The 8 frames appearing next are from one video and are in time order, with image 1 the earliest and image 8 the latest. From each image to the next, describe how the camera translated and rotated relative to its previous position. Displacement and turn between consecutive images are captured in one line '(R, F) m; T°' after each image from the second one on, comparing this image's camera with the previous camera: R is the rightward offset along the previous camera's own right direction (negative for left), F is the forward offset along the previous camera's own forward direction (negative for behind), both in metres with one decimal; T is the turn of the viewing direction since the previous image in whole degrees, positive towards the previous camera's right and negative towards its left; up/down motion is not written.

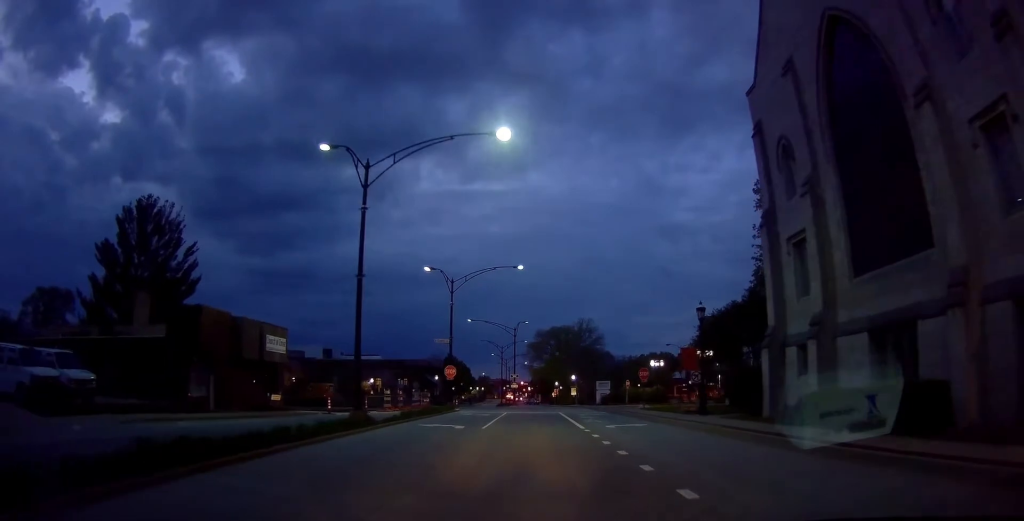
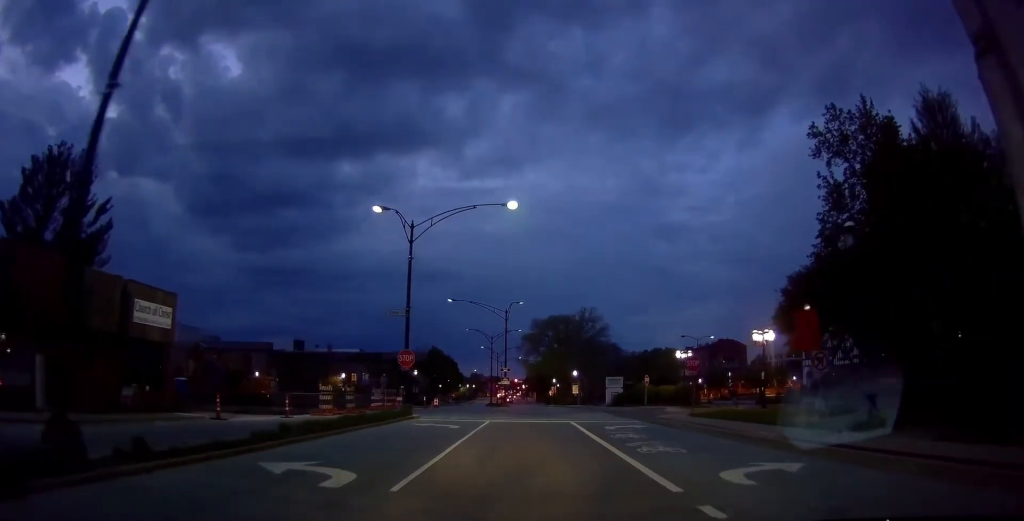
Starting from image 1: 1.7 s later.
(0.0, +13.9) m; 0°
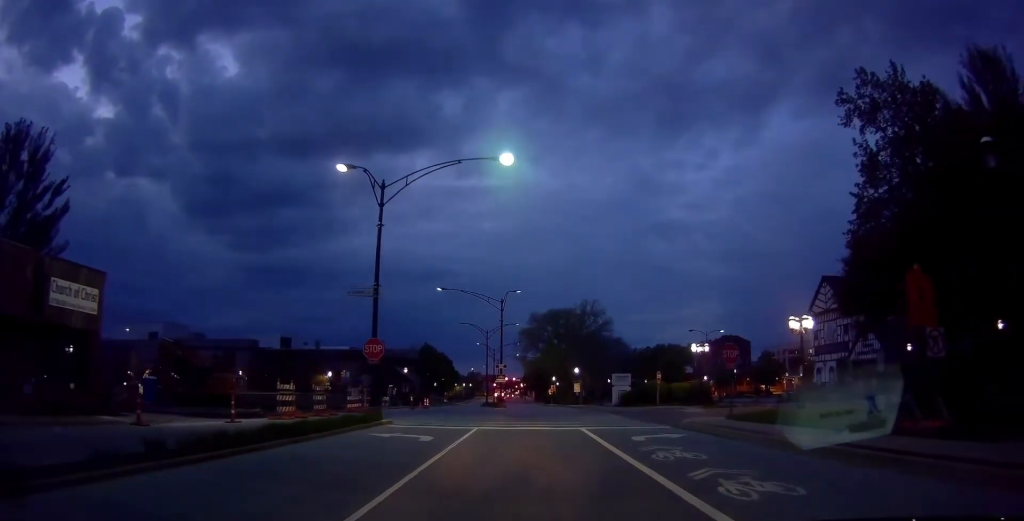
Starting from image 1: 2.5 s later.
(0.0, +5.6) m; 0°
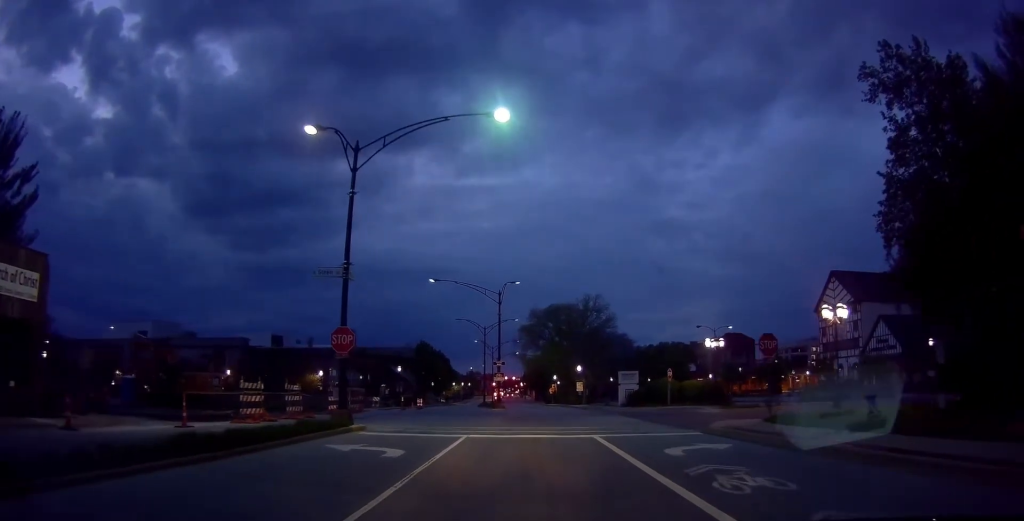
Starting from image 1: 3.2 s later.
(0.0, +4.2) m; 0°
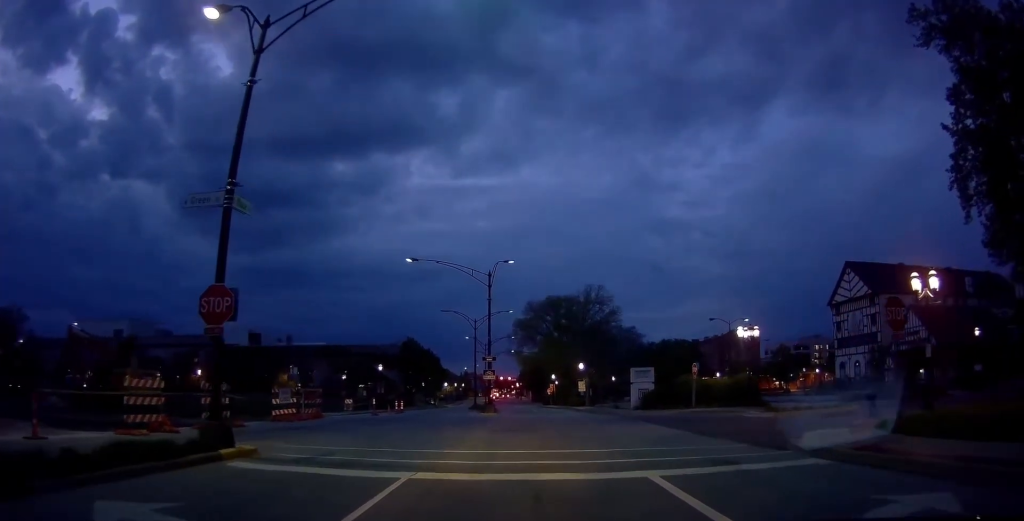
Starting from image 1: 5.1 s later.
(0.0, +8.1) m; 0°
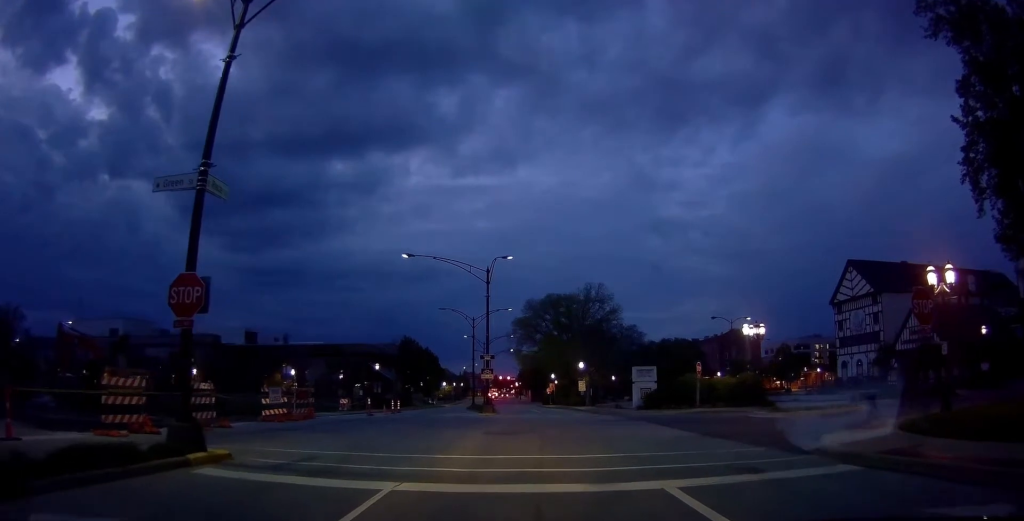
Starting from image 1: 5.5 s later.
(0.0, +1.3) m; 0°
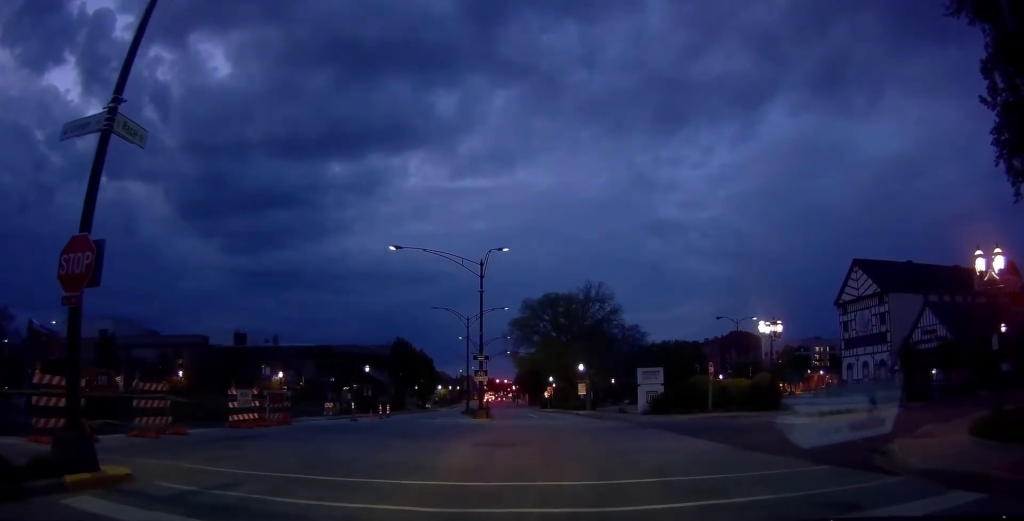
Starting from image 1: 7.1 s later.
(0.0, +3.7) m; 0°
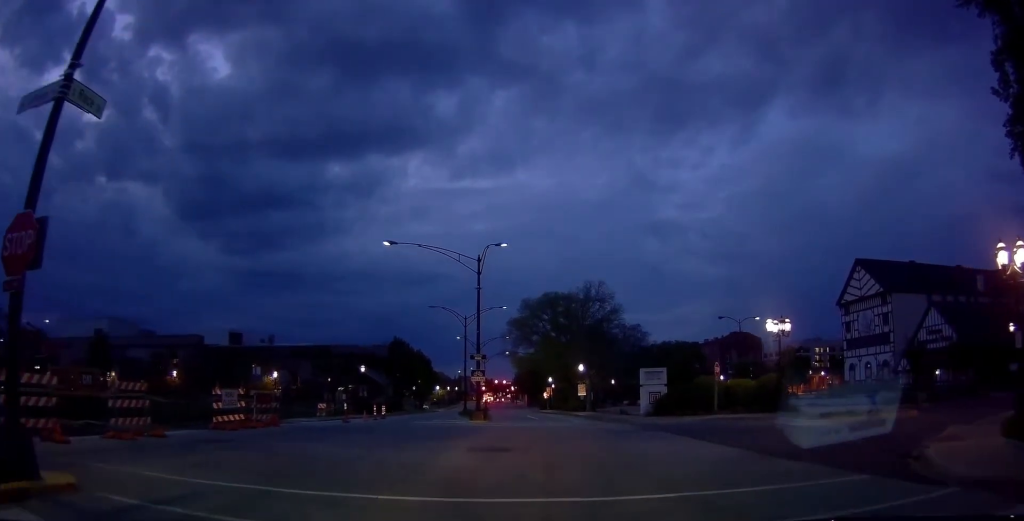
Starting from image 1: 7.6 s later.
(0.0, +1.1) m; 0°
